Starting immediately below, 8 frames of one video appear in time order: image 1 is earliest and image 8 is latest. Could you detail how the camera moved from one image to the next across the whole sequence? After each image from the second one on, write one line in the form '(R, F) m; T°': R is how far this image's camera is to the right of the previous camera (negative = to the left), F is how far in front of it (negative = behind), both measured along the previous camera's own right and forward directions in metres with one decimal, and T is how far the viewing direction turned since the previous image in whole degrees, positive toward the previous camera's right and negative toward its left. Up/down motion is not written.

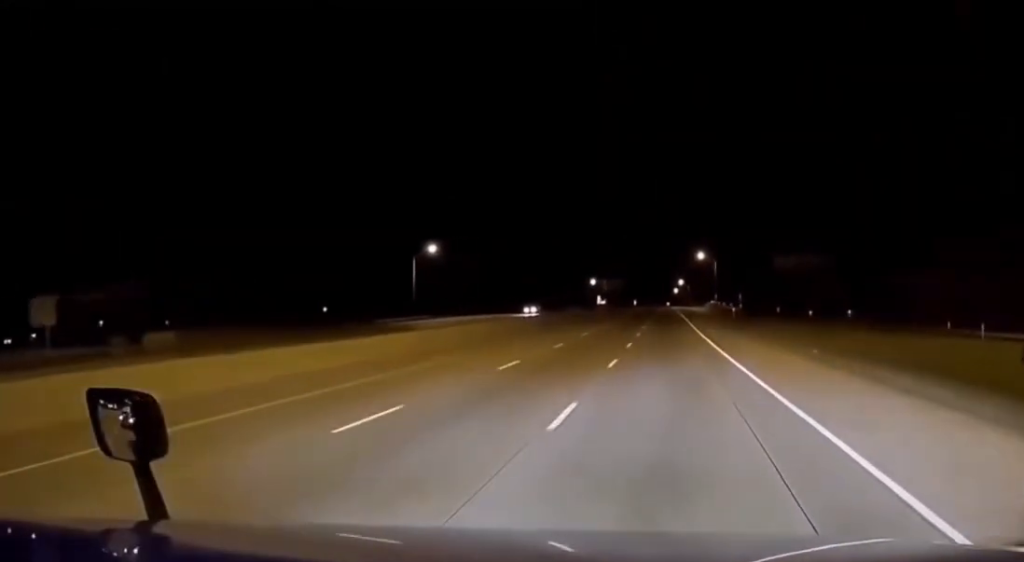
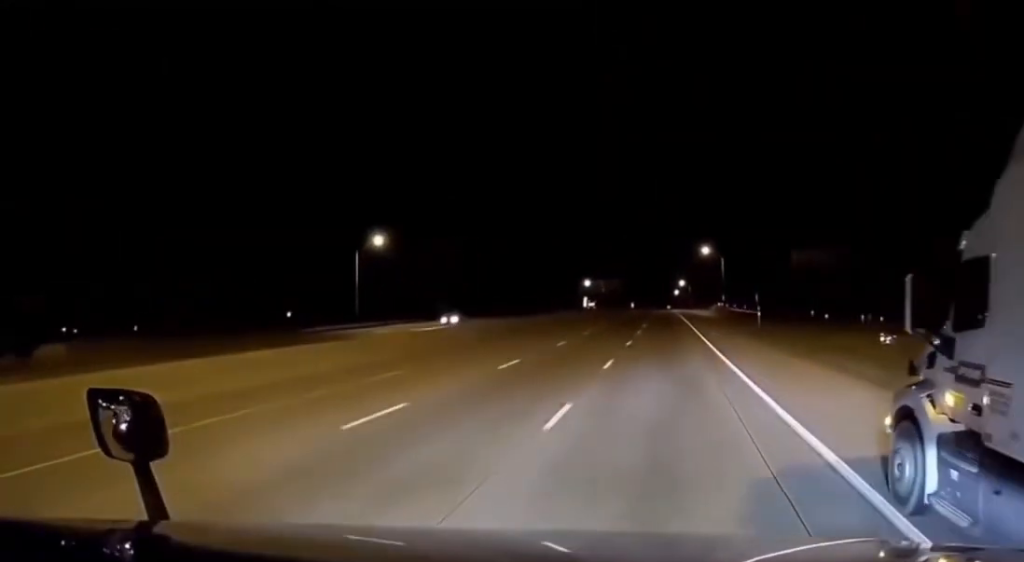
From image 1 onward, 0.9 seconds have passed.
(+0.7, +23.5) m; +1°
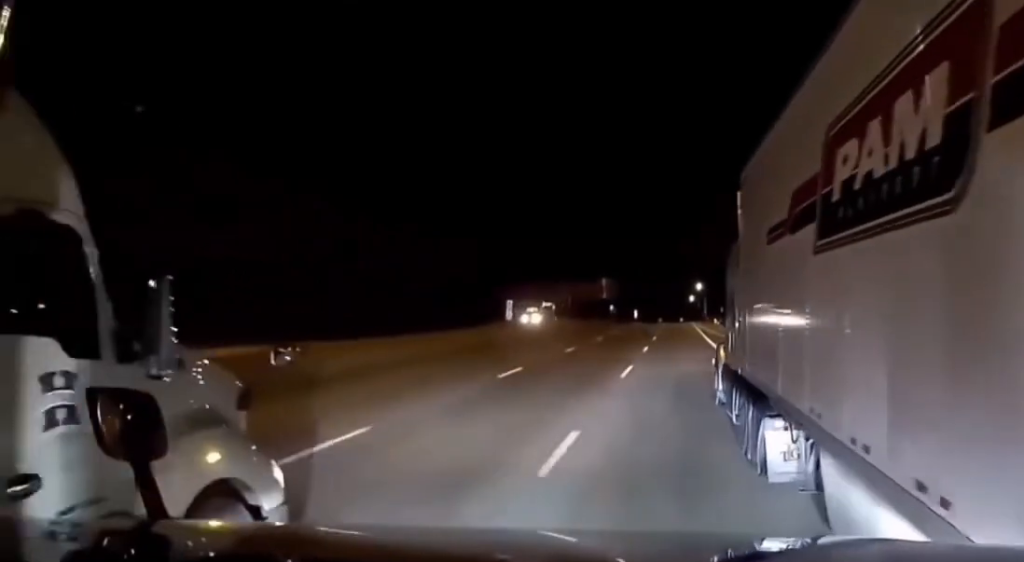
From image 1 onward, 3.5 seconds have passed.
(-1.9, +63.7) m; -3°
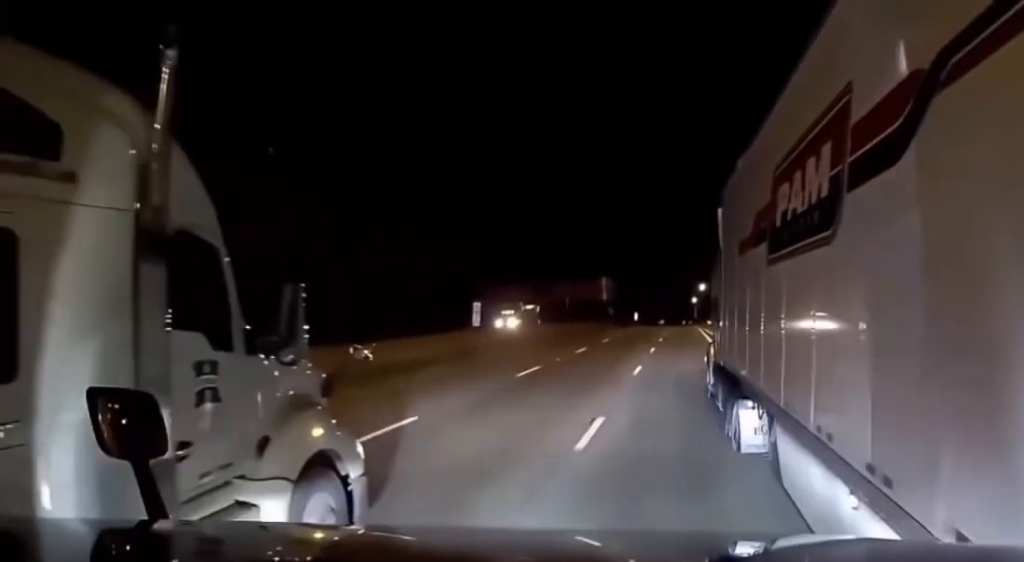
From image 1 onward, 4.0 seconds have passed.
(0.0, +10.3) m; 0°
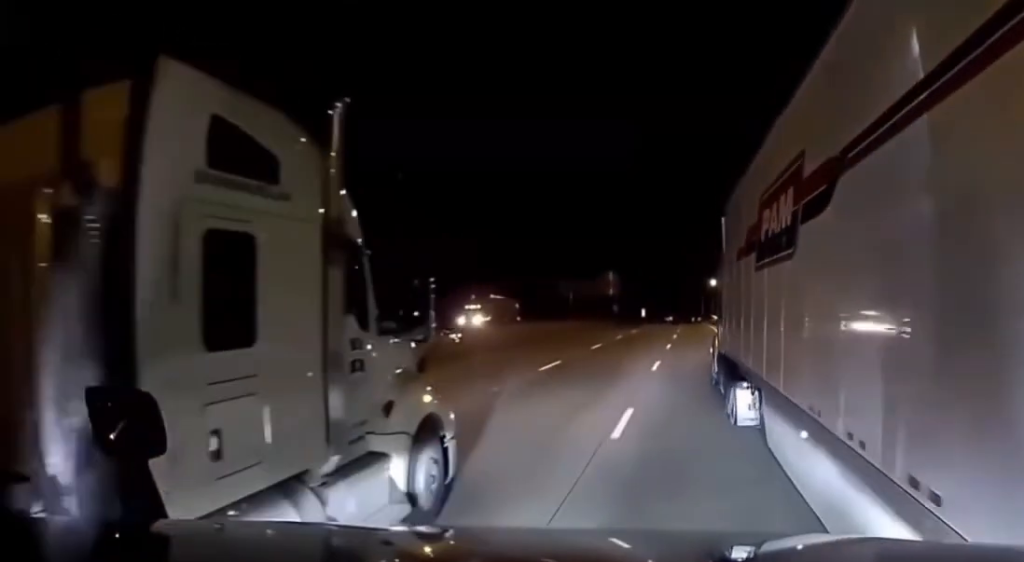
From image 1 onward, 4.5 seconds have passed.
(0.0, +11.6) m; +1°
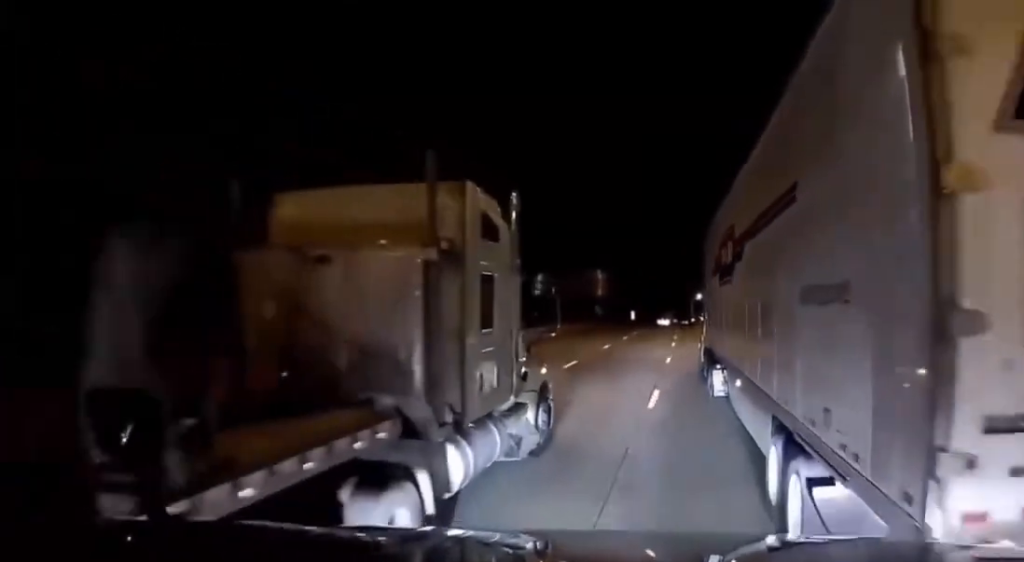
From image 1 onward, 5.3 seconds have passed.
(+0.2, +19.8) m; +1°
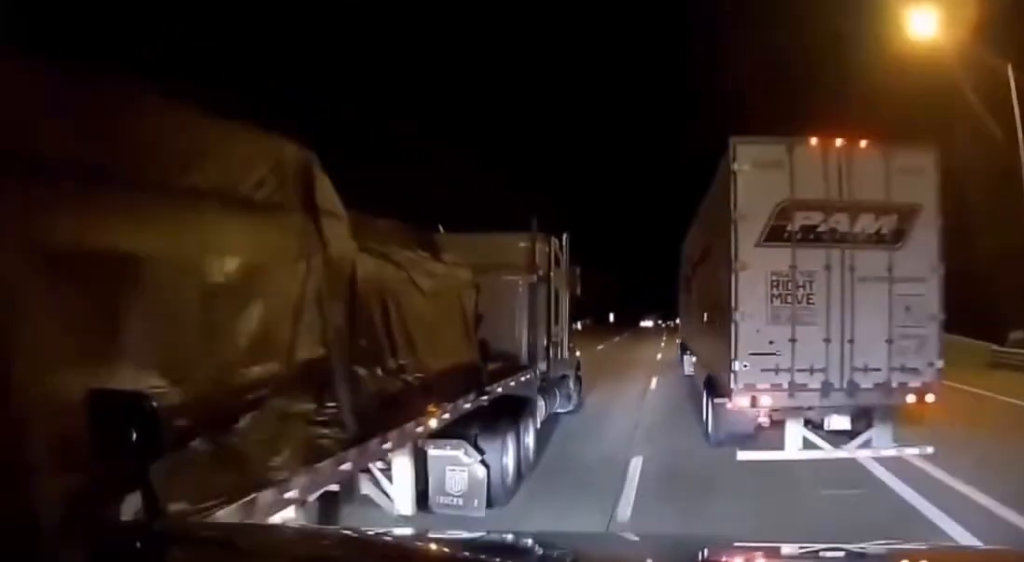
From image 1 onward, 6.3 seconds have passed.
(+0.4, +21.7) m; +1°
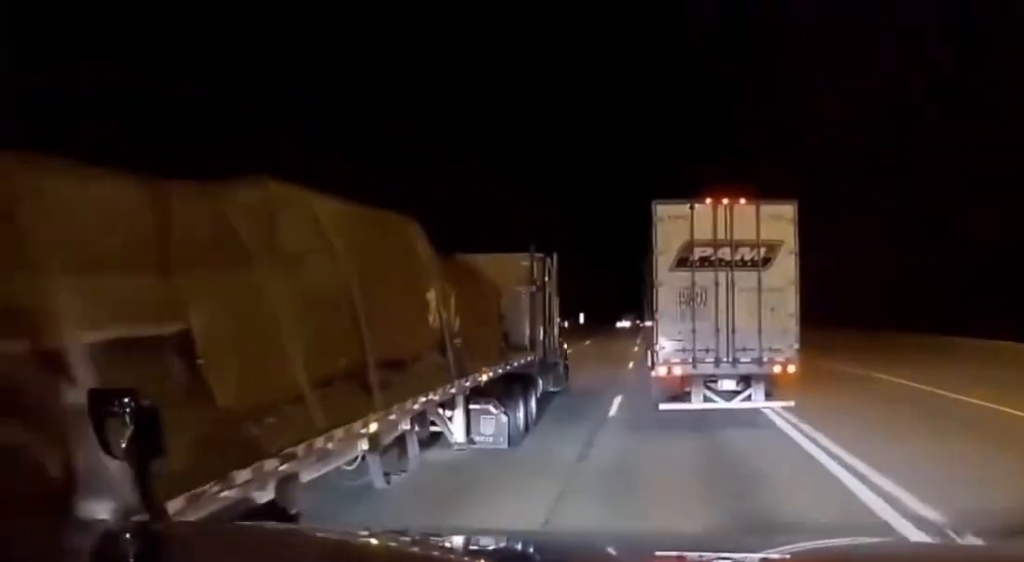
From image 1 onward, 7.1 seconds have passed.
(0.0, +17.1) m; 0°
